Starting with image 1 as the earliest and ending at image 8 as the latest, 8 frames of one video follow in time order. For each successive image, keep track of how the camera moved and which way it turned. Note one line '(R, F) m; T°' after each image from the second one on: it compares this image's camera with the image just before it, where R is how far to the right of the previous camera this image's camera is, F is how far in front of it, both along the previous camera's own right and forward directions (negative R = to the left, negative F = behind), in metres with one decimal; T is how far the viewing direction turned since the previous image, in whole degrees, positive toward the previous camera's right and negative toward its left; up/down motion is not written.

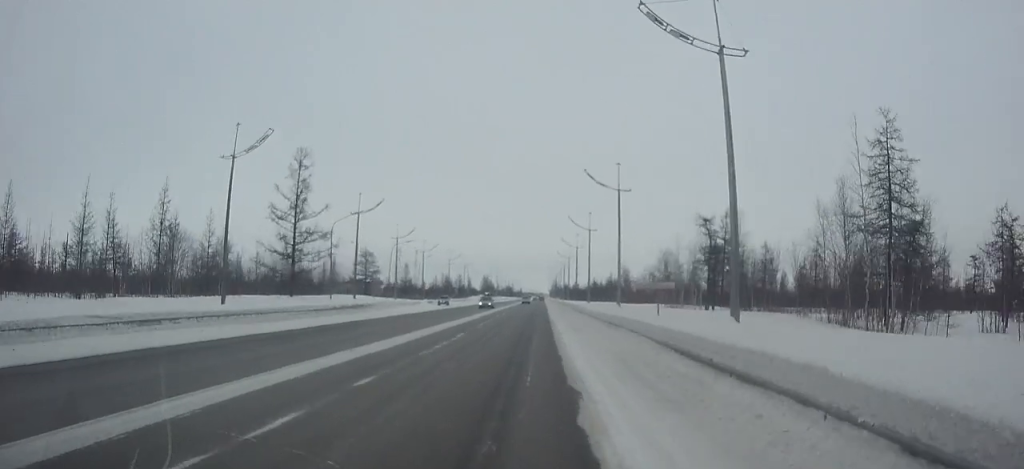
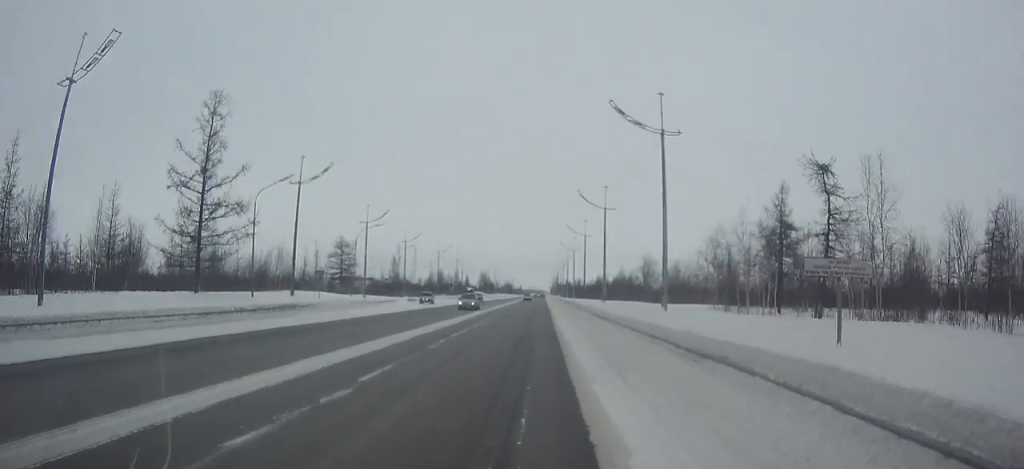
(0.0, +15.0) m; 0°
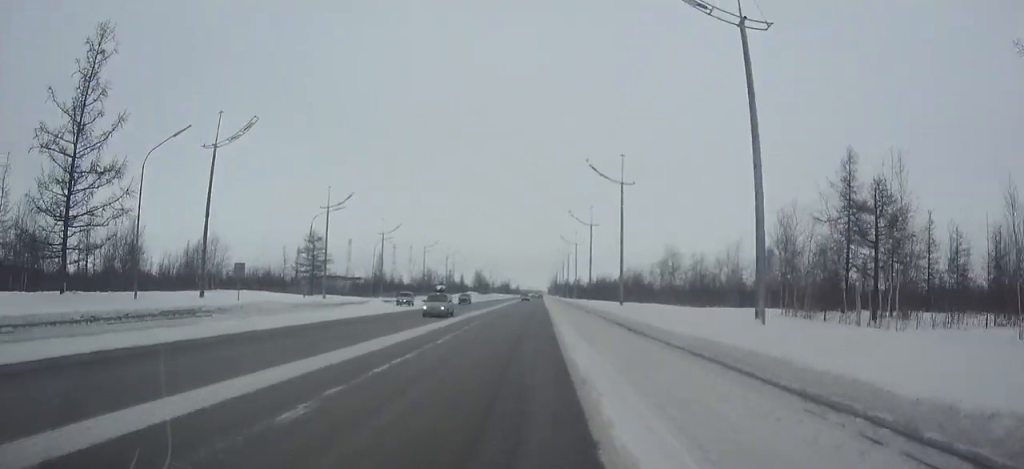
(0.0, +12.1) m; 0°
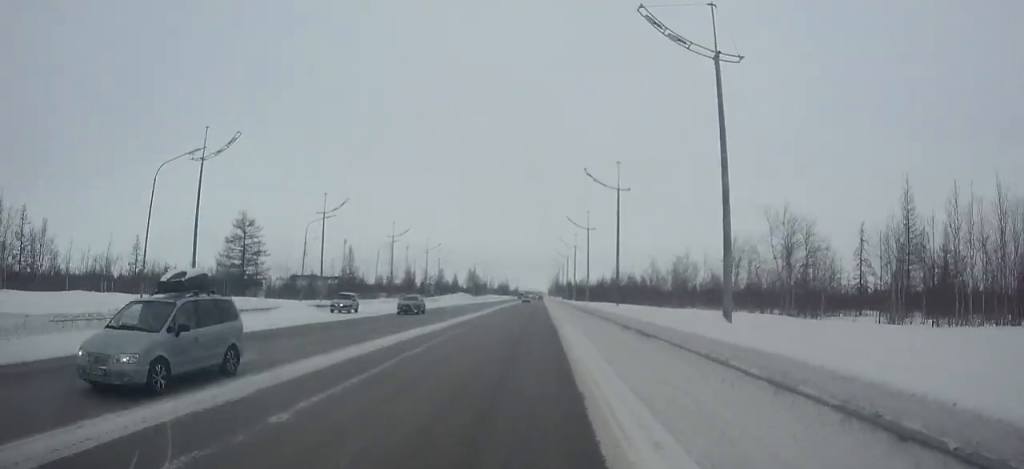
(0.0, +22.6) m; 0°
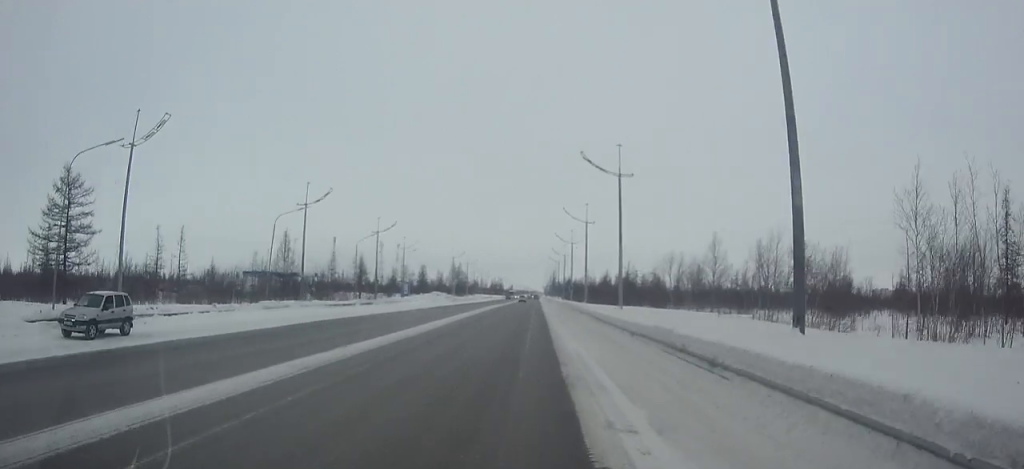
(0.0, +30.3) m; 0°
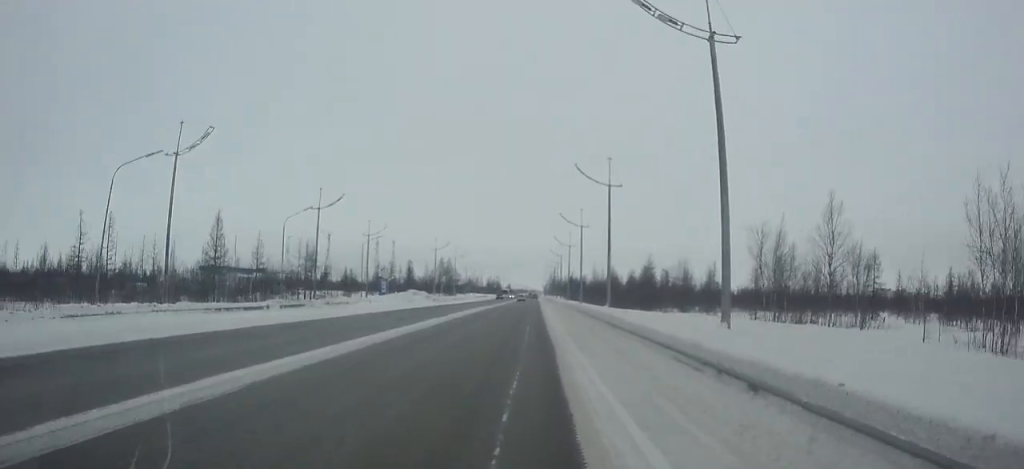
(0.0, +21.1) m; 0°
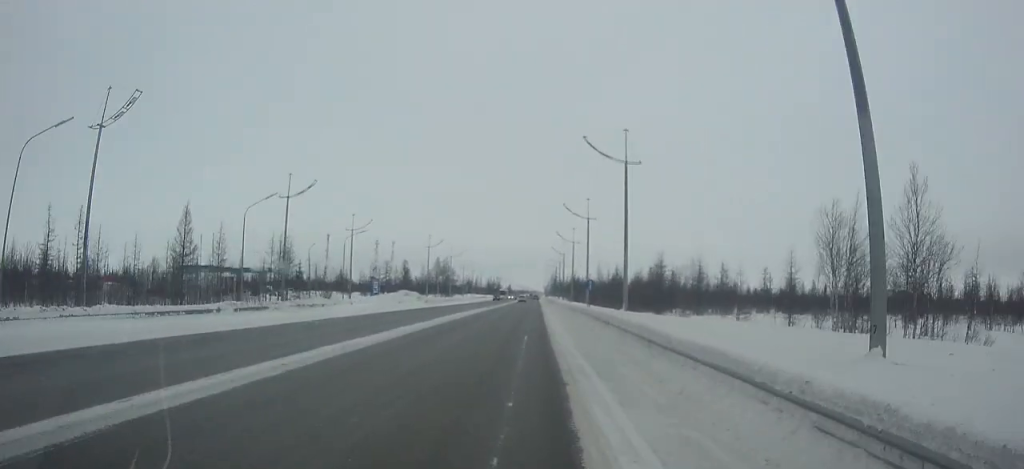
(0.0, +7.7) m; 0°
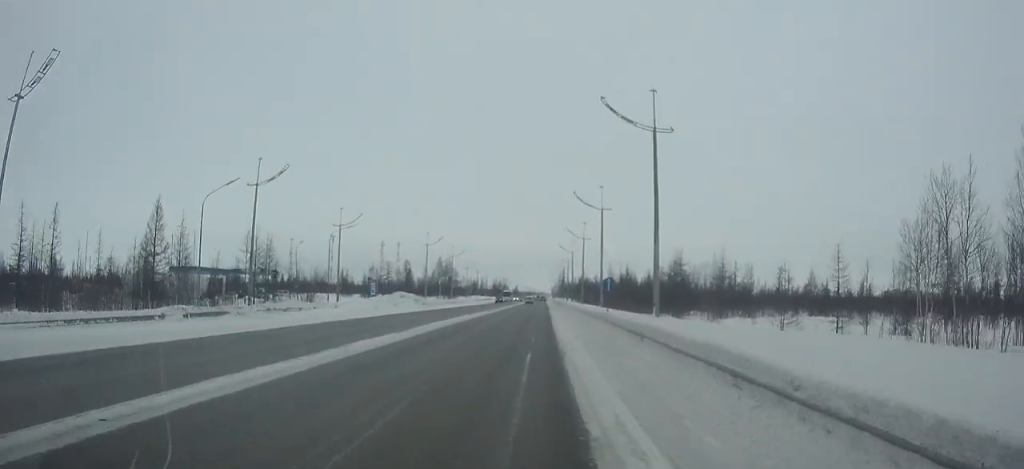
(0.0, +7.1) m; 0°
